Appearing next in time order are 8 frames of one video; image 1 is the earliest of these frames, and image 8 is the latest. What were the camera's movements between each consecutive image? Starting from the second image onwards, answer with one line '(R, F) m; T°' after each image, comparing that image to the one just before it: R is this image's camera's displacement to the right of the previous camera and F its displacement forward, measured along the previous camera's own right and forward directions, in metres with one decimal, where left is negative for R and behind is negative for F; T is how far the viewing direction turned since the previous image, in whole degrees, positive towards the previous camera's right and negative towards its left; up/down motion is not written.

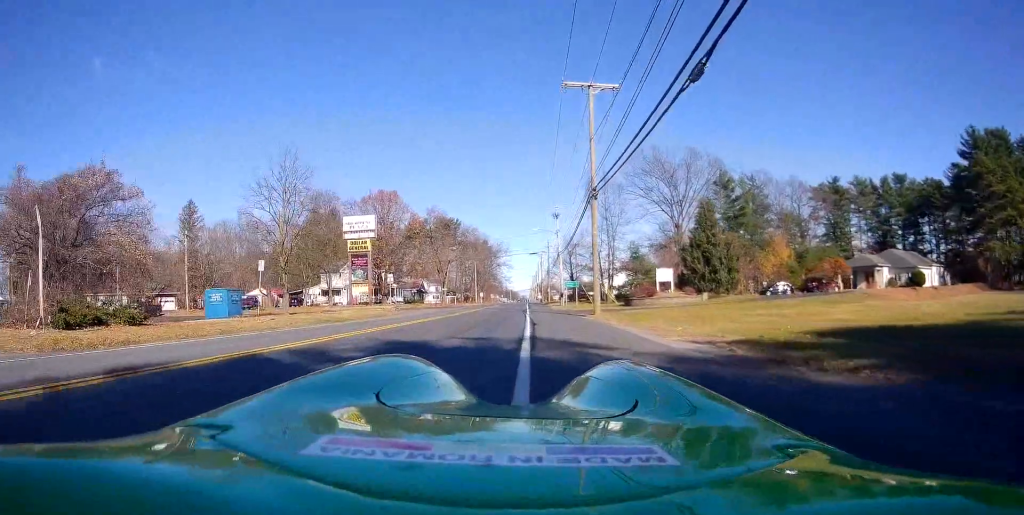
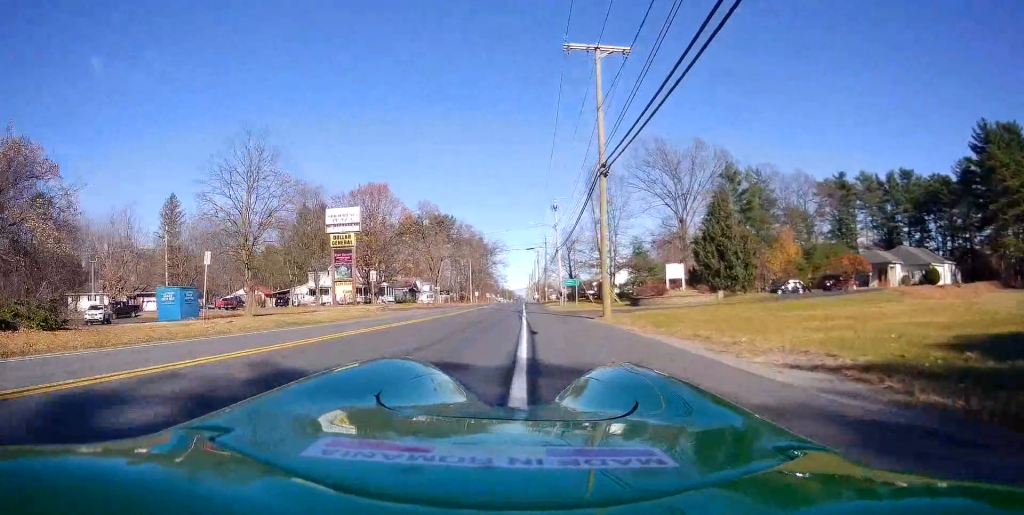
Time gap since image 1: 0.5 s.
(+0.2, +4.6) m; 0°
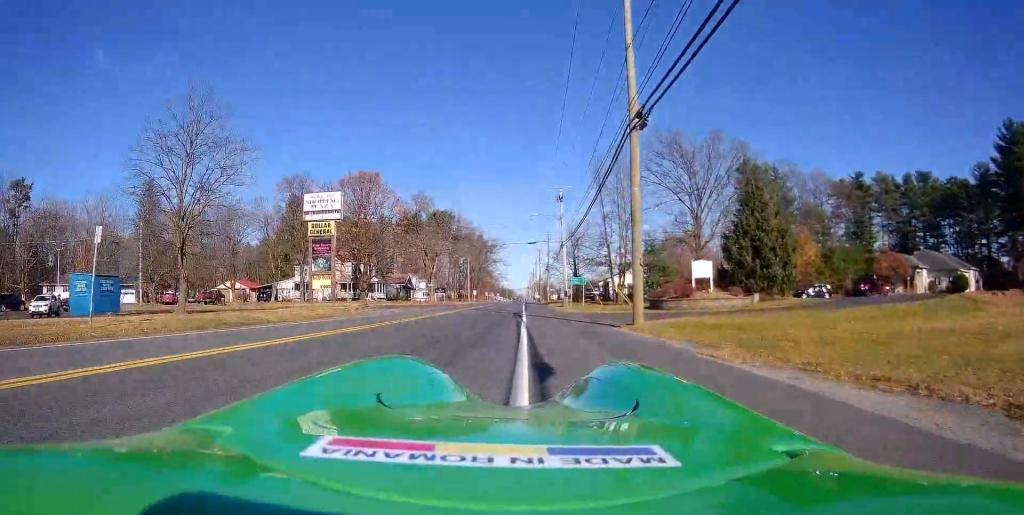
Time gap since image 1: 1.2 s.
(0.0, +7.0) m; -1°
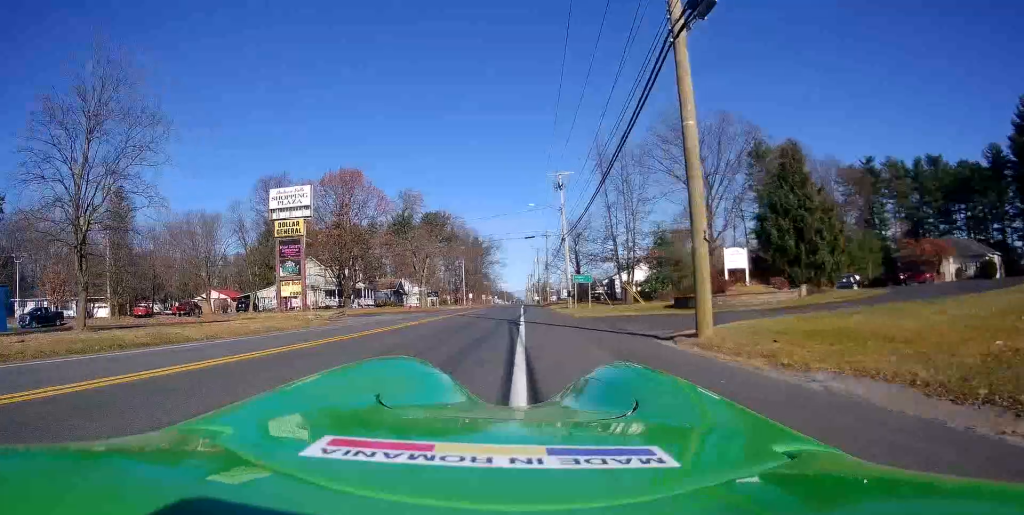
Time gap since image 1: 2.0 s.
(-0.1, +6.6) m; -1°
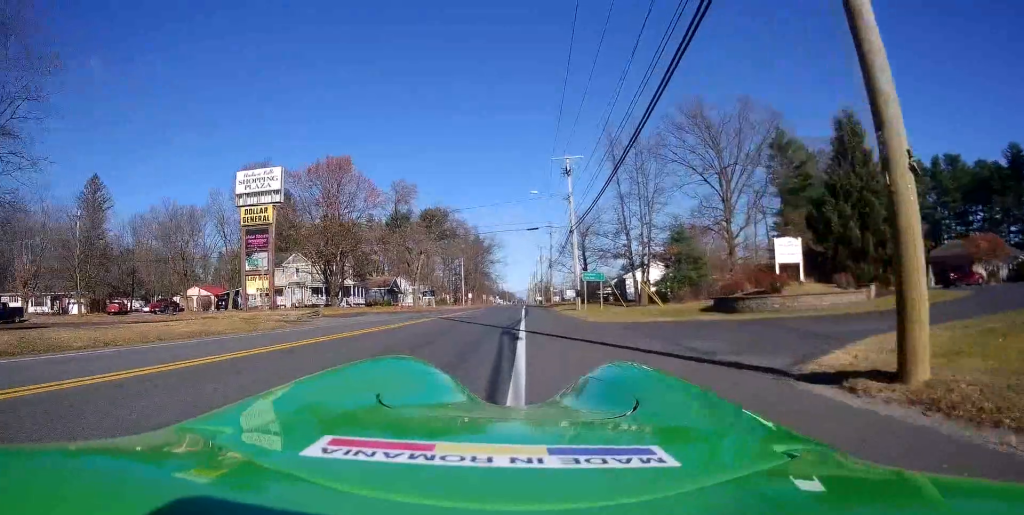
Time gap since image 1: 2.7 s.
(0.0, +6.5) m; 0°
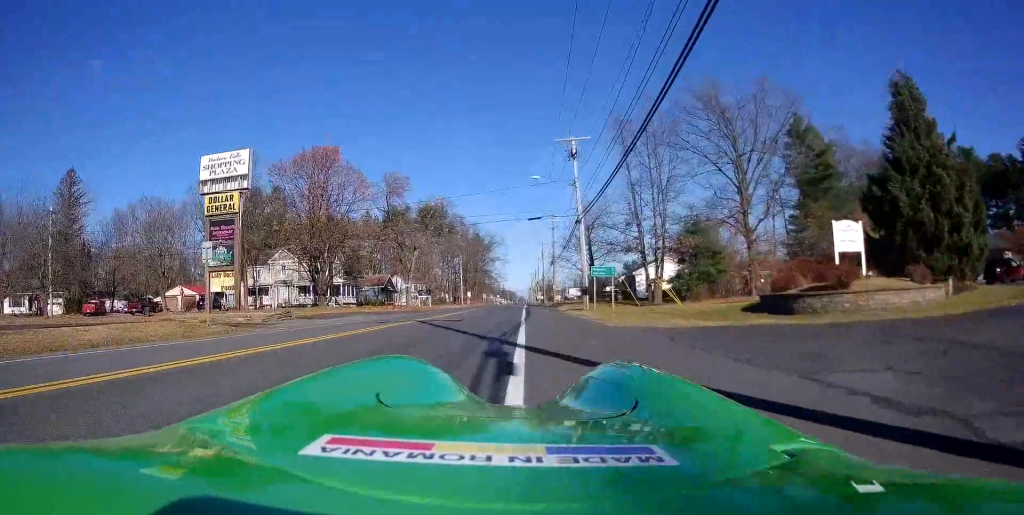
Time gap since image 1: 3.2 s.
(0.0, +5.3) m; -1°
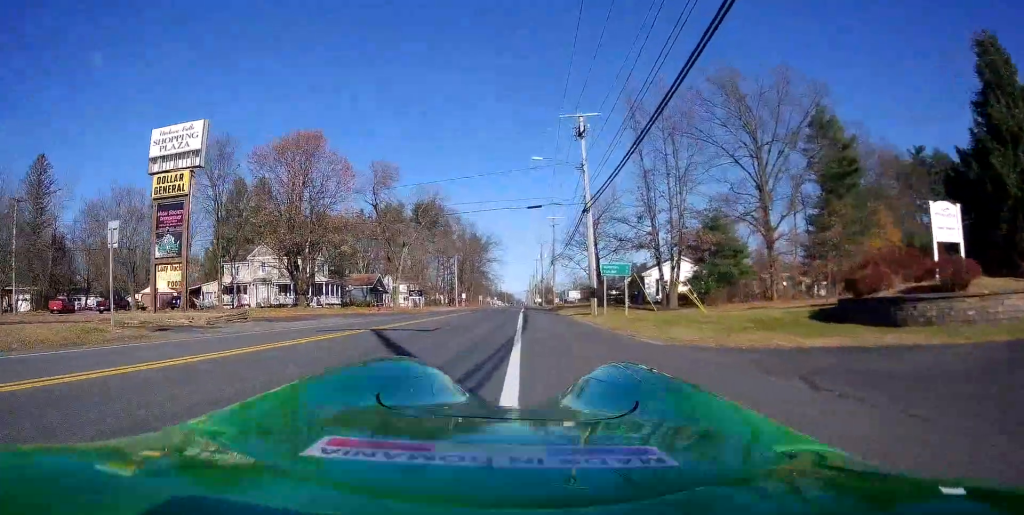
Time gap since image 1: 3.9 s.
(0.0, +5.6) m; -1°
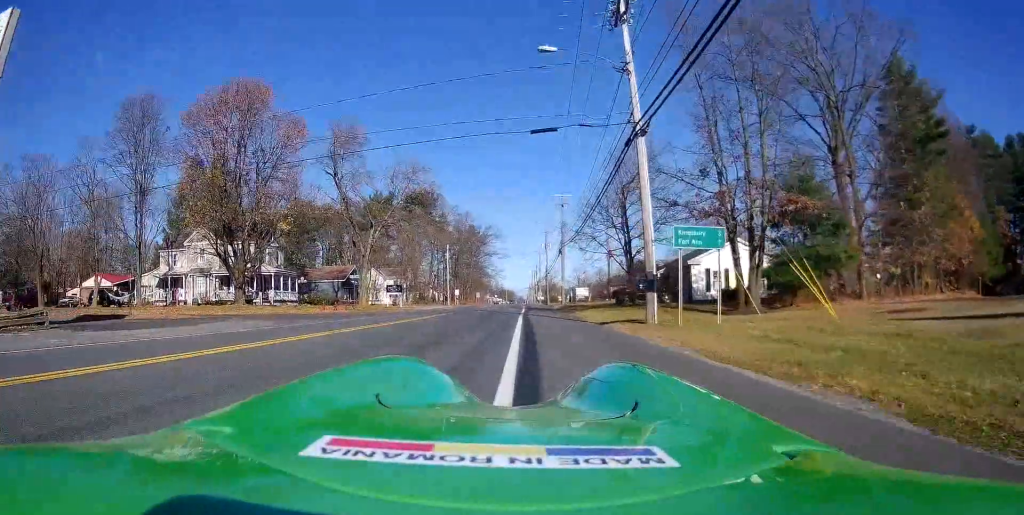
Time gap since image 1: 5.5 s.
(+0.3, +14.7) m; +3°
